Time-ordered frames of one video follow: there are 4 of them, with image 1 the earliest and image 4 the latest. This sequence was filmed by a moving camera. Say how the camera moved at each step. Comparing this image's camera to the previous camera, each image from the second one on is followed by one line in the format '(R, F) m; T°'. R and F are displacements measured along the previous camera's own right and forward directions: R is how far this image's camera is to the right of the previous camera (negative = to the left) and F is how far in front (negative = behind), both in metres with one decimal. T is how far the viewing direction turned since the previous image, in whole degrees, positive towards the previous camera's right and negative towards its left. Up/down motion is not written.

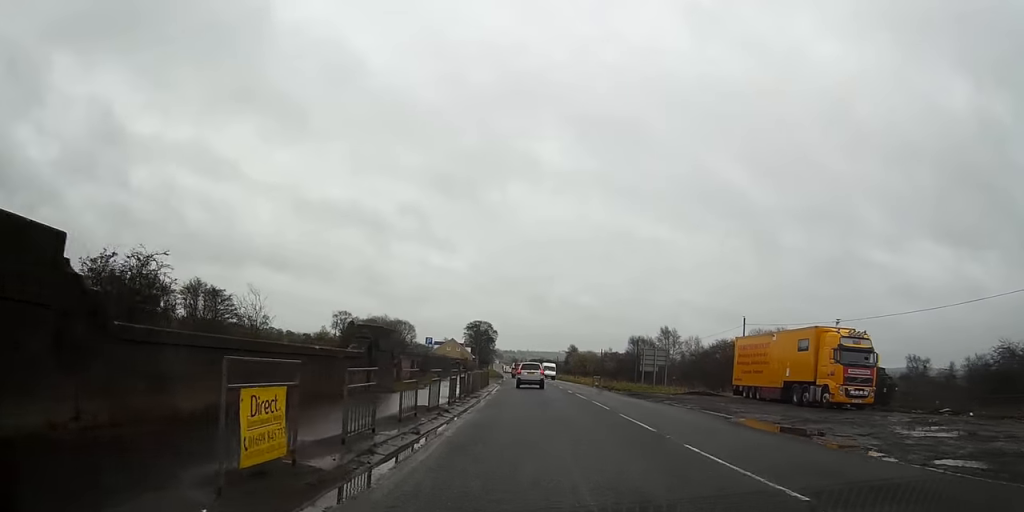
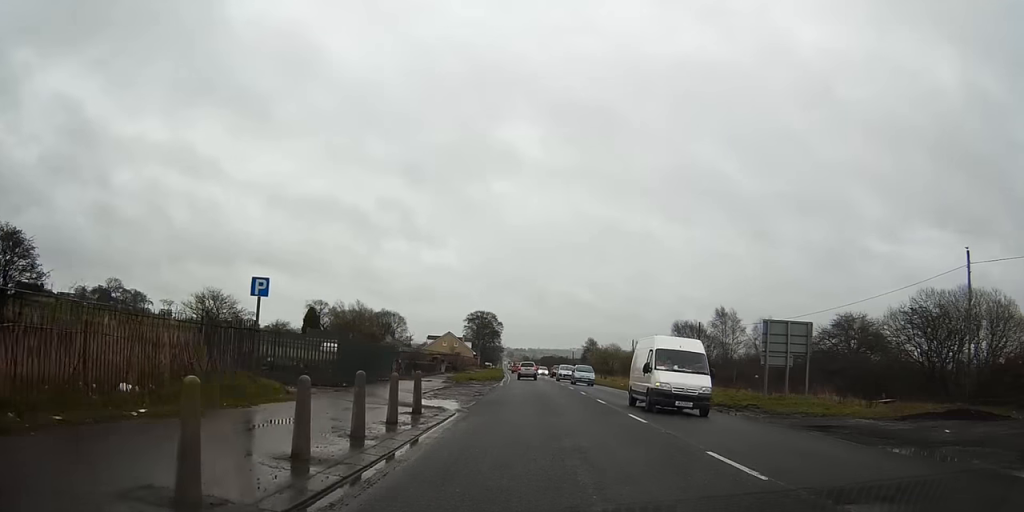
(0.0, +34.8) m; +1°
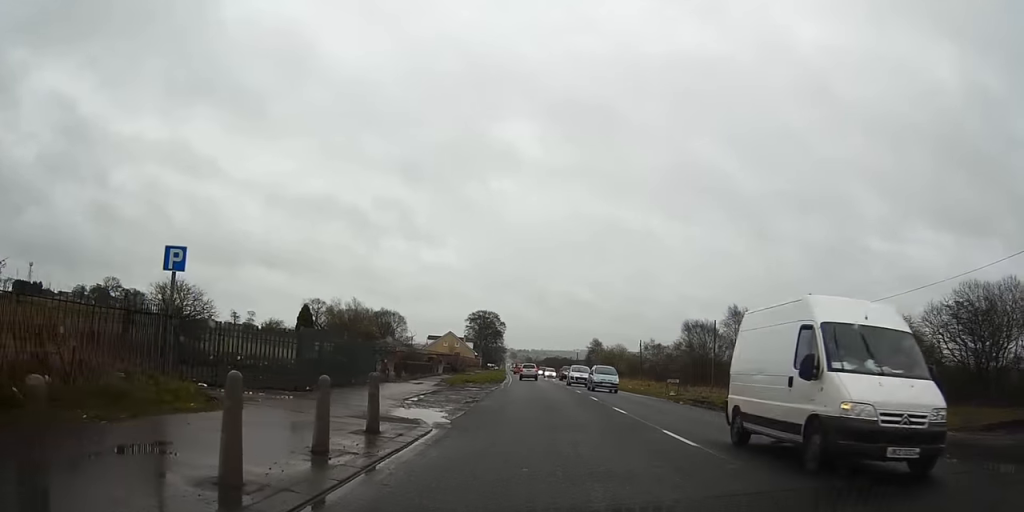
(0.0, +5.0) m; +1°
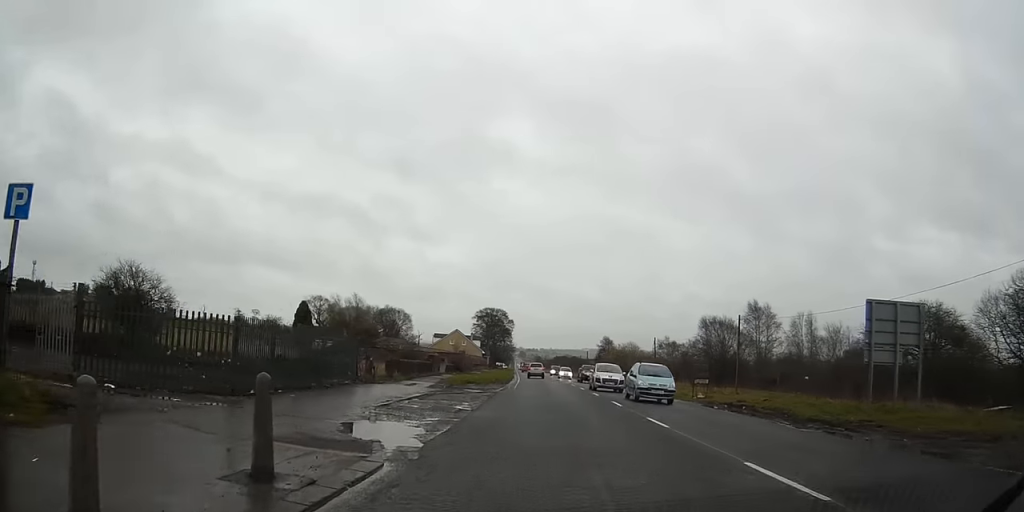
(+0.2, +5.5) m; -1°
